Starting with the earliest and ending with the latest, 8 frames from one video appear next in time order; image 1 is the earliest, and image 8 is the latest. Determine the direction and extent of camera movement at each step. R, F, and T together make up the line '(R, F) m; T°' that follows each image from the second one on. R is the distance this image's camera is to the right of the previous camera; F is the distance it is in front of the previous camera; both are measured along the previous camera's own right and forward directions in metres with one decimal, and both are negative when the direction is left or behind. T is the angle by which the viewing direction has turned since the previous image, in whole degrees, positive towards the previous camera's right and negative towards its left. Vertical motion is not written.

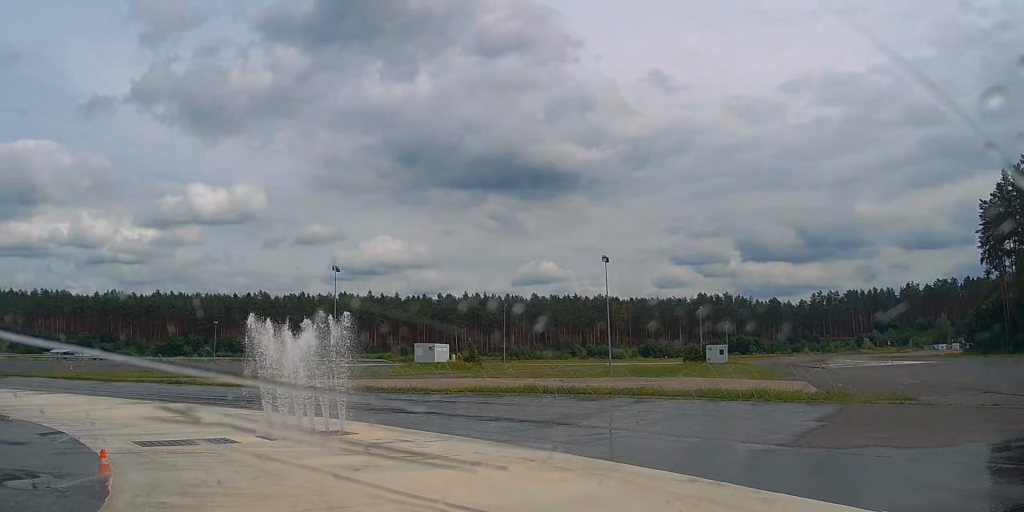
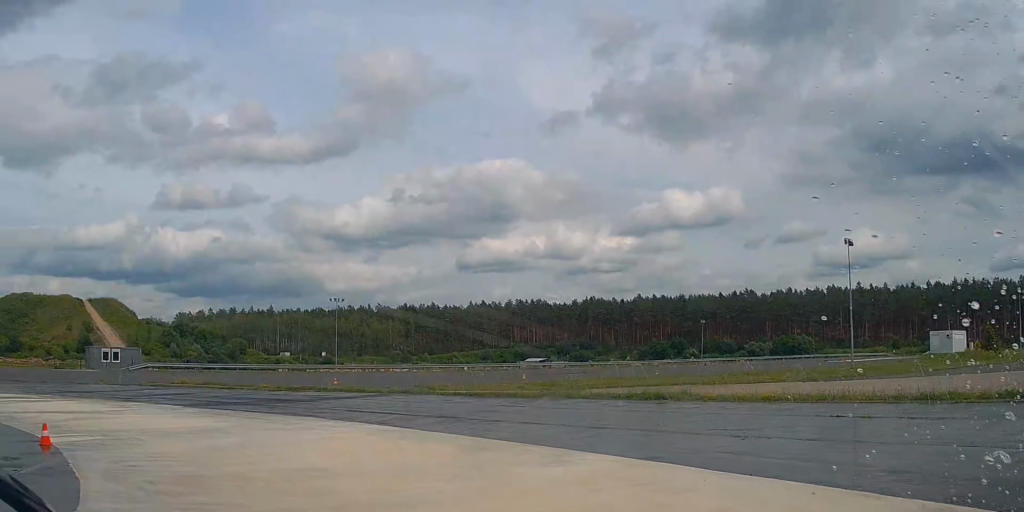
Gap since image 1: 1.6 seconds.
(-6.1, +18.4) m; -35°
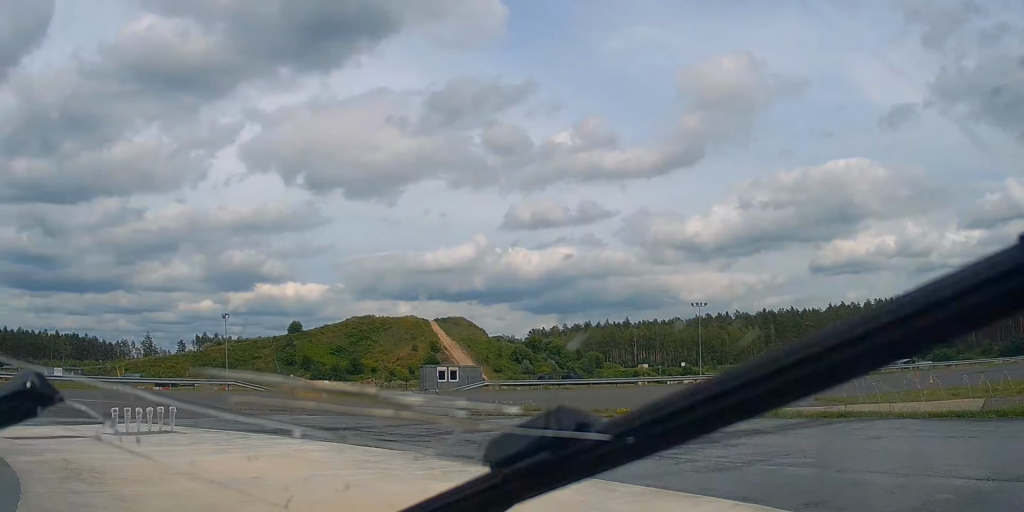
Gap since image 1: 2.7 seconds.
(-2.1, +11.5) m; -18°
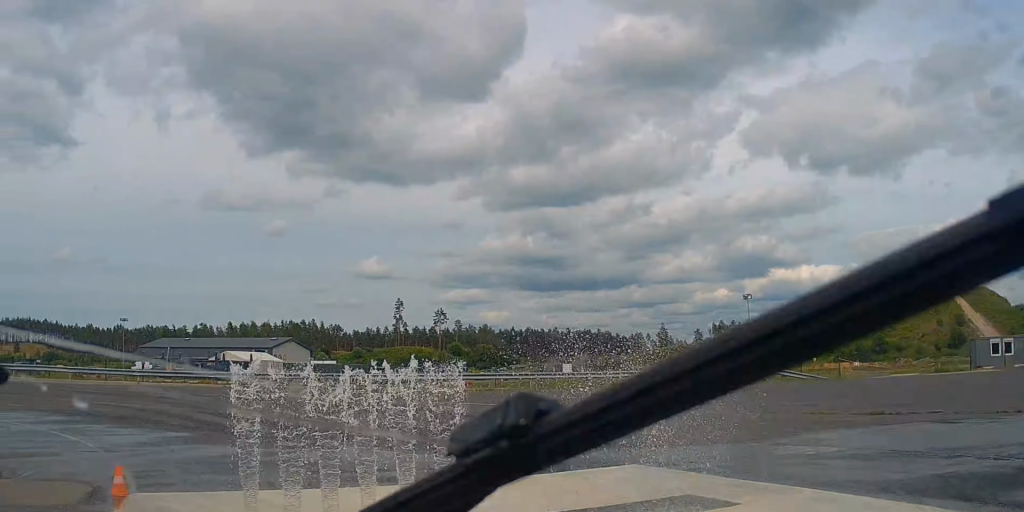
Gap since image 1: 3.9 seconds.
(-1.8, +12.1) m; -18°
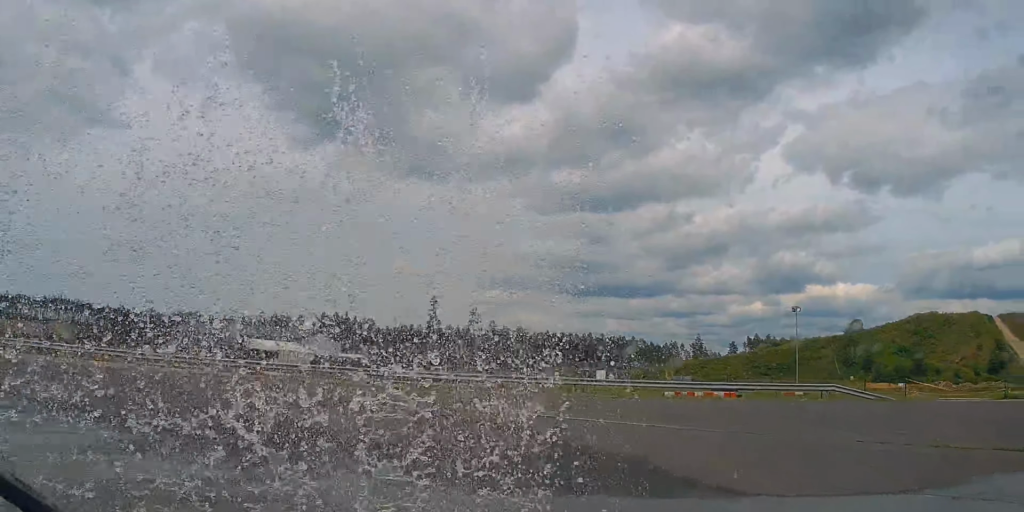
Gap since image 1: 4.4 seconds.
(0.0, +4.5) m; -8°
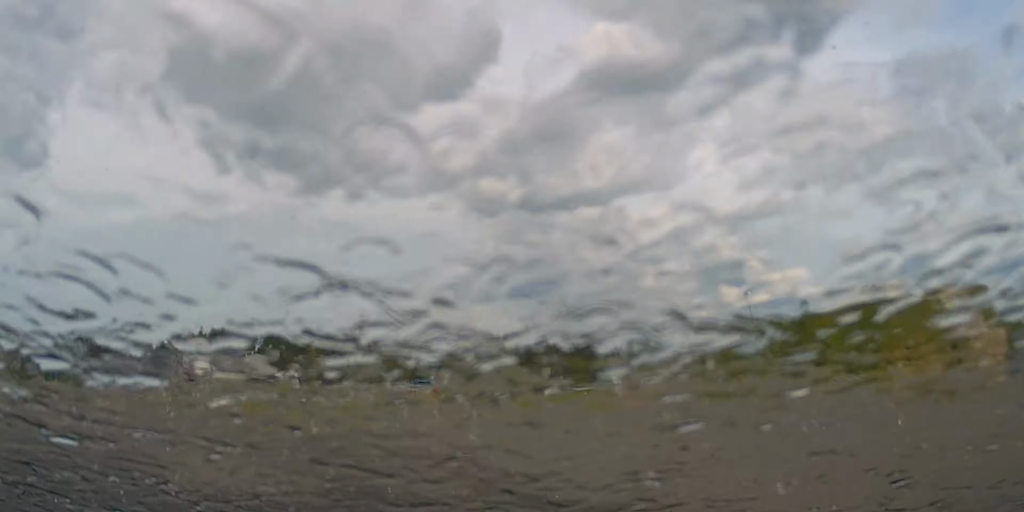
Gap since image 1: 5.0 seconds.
(-0.6, +5.5) m; -14°
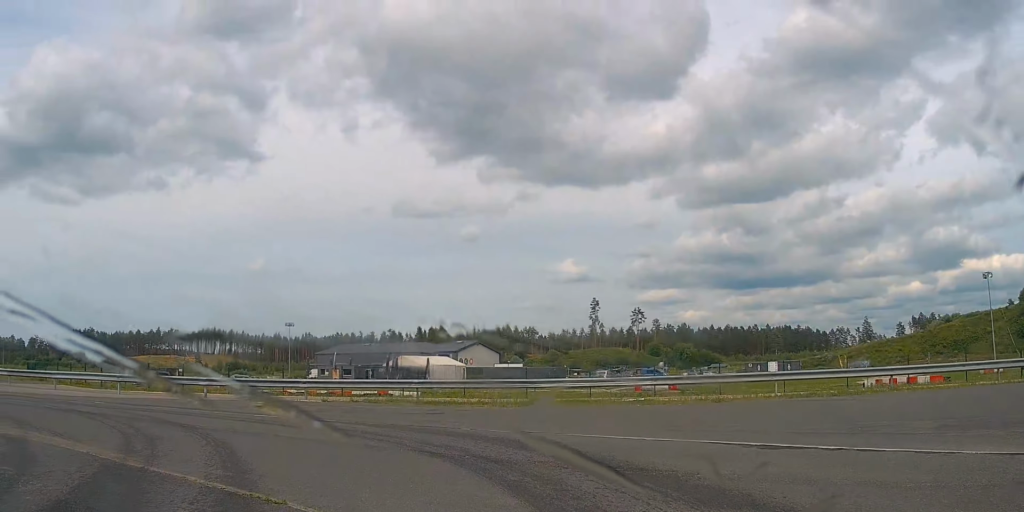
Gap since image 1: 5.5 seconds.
(-0.5, +4.9) m; -15°
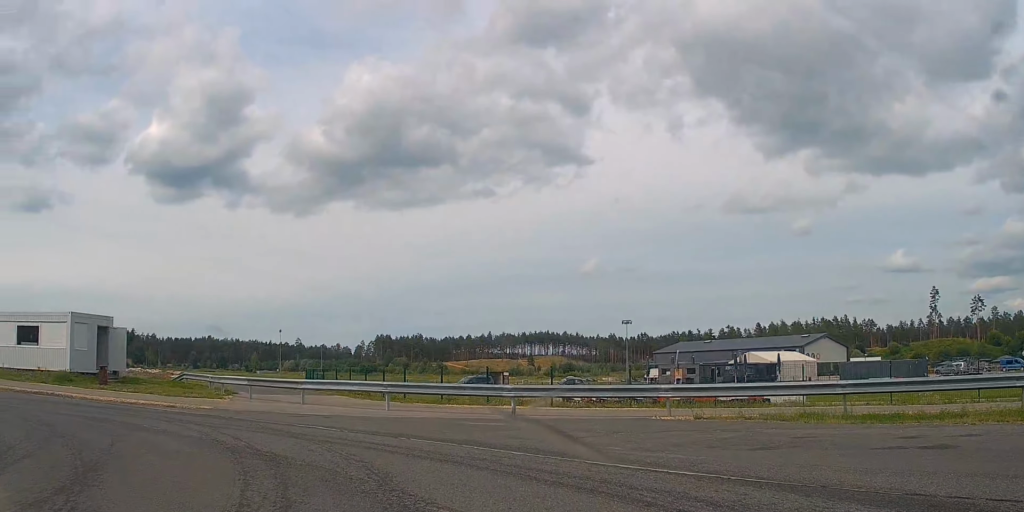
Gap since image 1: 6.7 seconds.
(-4.0, +10.9) m; -37°
